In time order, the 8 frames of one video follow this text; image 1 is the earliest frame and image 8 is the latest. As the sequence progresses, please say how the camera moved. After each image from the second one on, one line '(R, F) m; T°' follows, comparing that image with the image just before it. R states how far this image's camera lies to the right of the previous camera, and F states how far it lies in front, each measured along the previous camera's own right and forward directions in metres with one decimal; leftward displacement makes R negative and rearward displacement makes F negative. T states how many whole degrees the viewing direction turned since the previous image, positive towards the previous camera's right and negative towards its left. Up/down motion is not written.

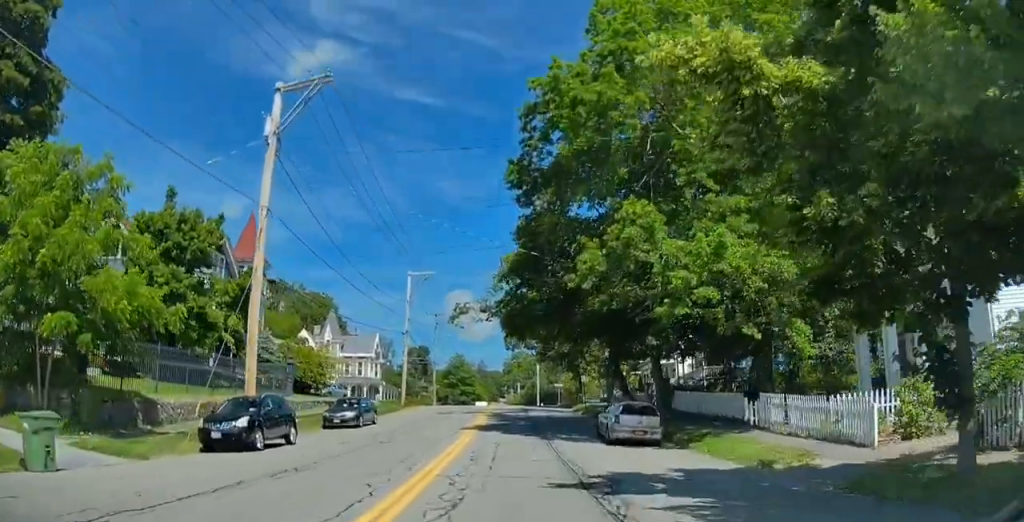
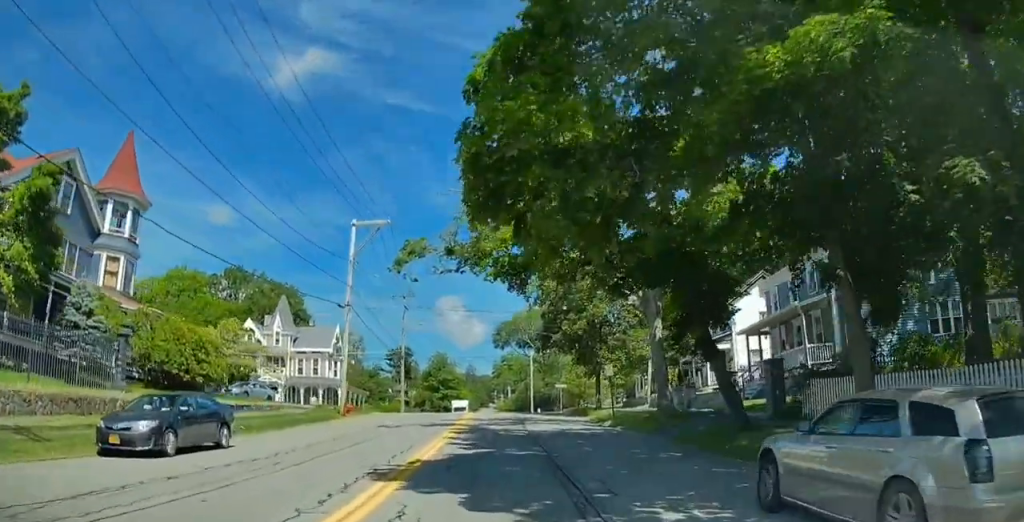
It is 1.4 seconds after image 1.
(-0.4, +17.4) m; -2°
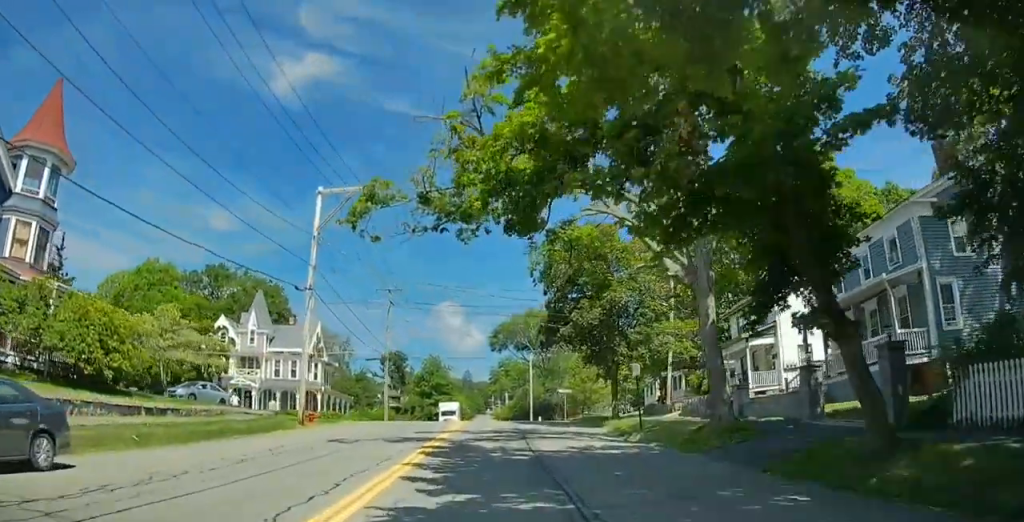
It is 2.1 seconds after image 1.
(+0.1, +7.2) m; 0°
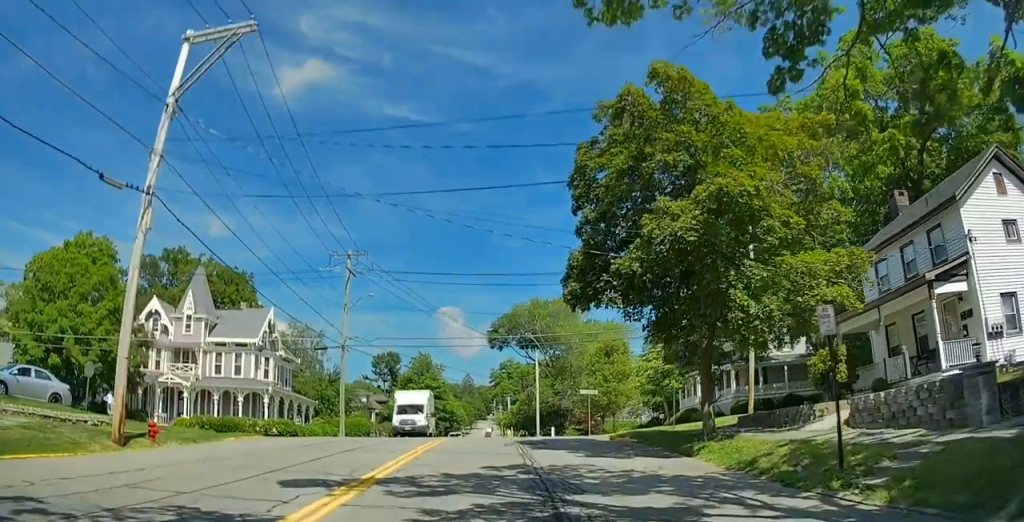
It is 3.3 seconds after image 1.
(+0.1, +15.3) m; +2°
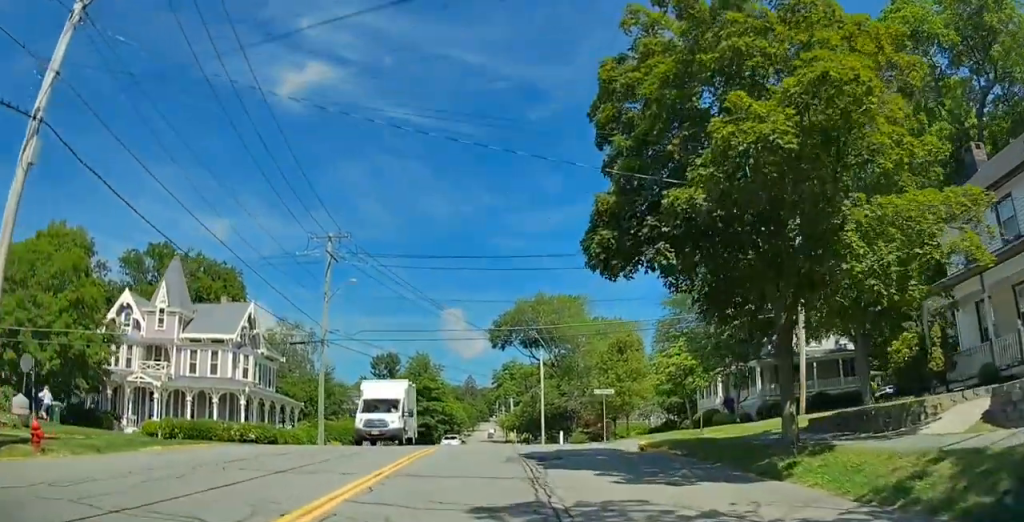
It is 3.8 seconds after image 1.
(+0.1, +5.2) m; 0°
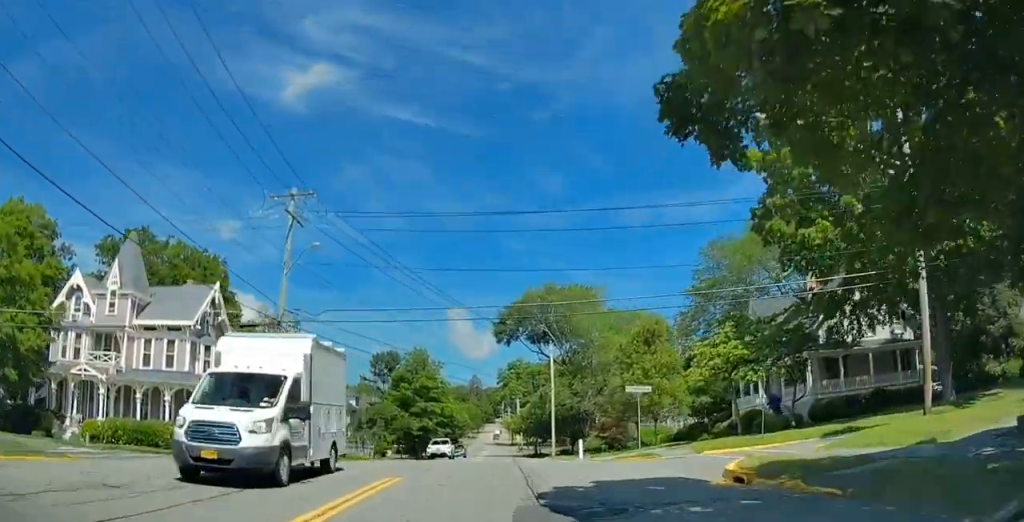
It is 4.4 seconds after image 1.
(+0.2, +8.2) m; -1°
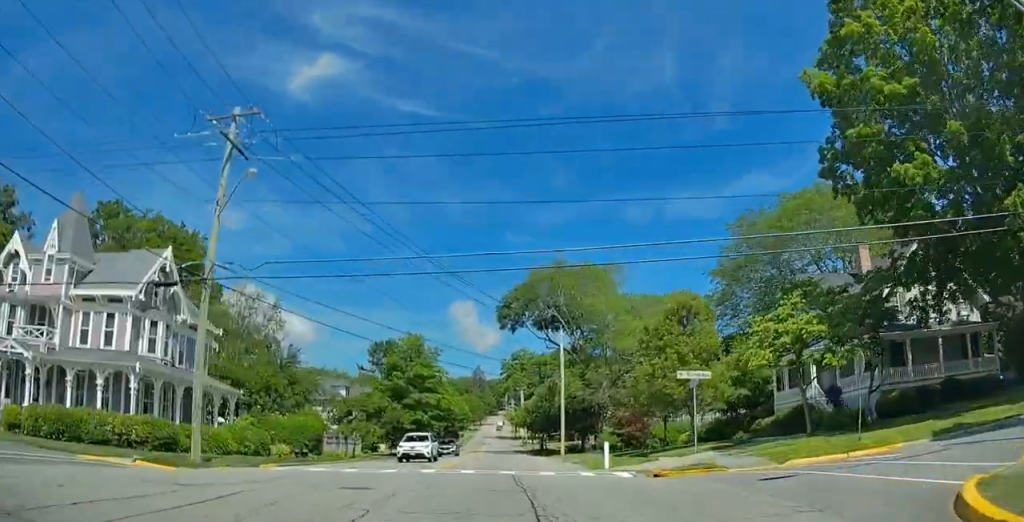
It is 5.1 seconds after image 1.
(-0.4, +8.0) m; -1°
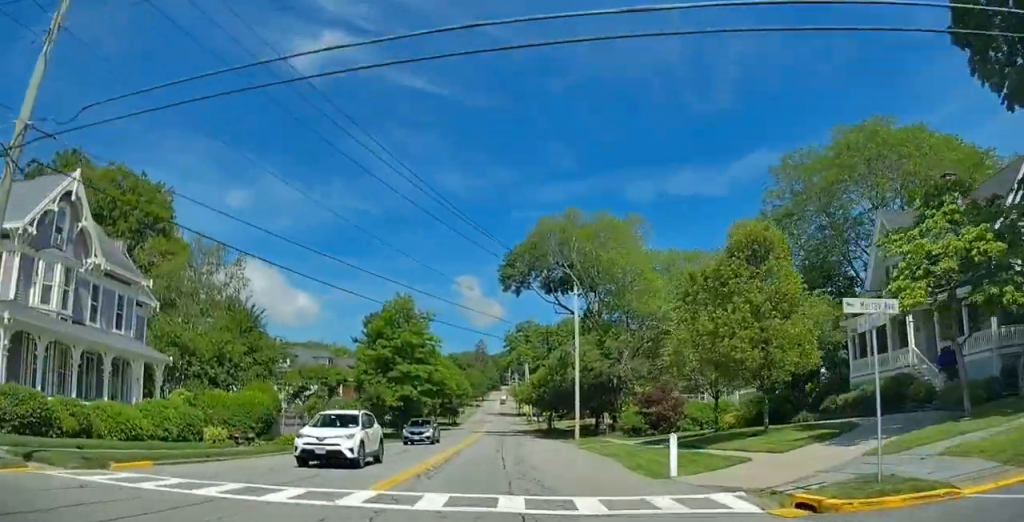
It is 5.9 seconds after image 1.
(0.0, +10.3) m; 0°
